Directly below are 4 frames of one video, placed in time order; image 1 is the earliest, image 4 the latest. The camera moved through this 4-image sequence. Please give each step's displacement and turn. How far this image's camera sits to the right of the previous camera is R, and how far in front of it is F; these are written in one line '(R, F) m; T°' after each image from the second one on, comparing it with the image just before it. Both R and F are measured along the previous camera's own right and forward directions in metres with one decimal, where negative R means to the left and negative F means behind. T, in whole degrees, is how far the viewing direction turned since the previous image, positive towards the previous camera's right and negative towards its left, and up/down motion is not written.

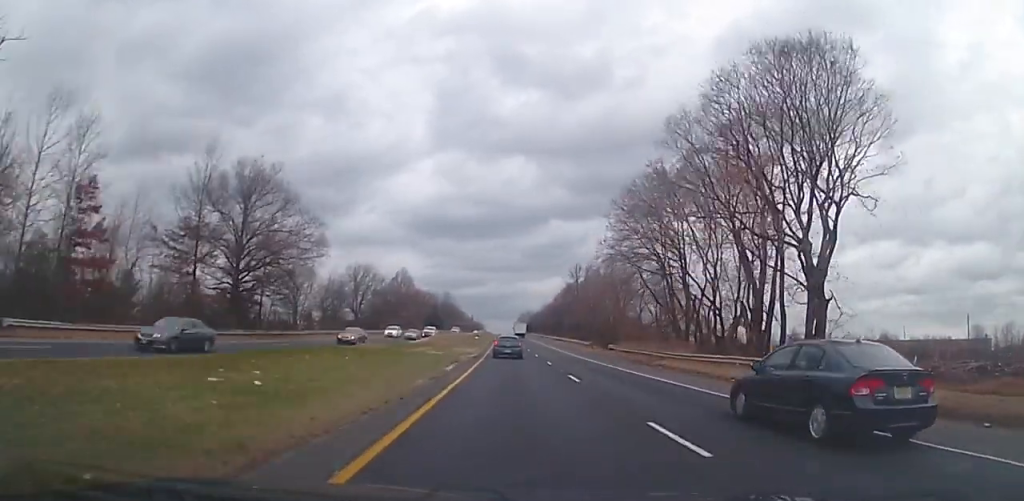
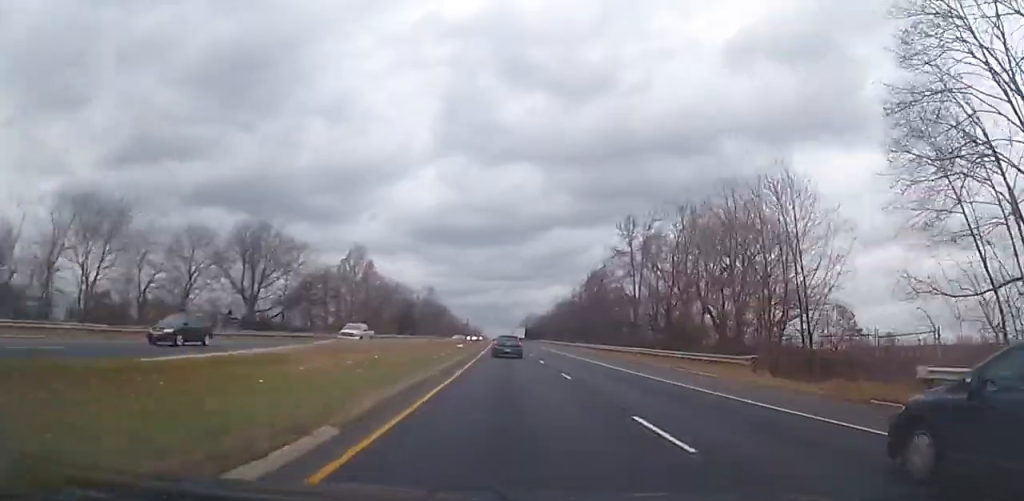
(+0.3, +48.8) m; +1°
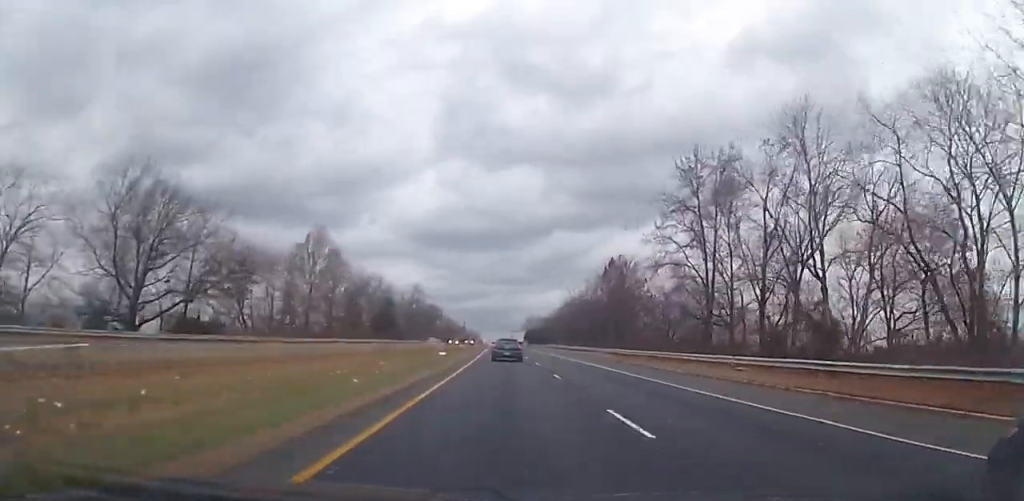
(+0.2, +23.8) m; 0°
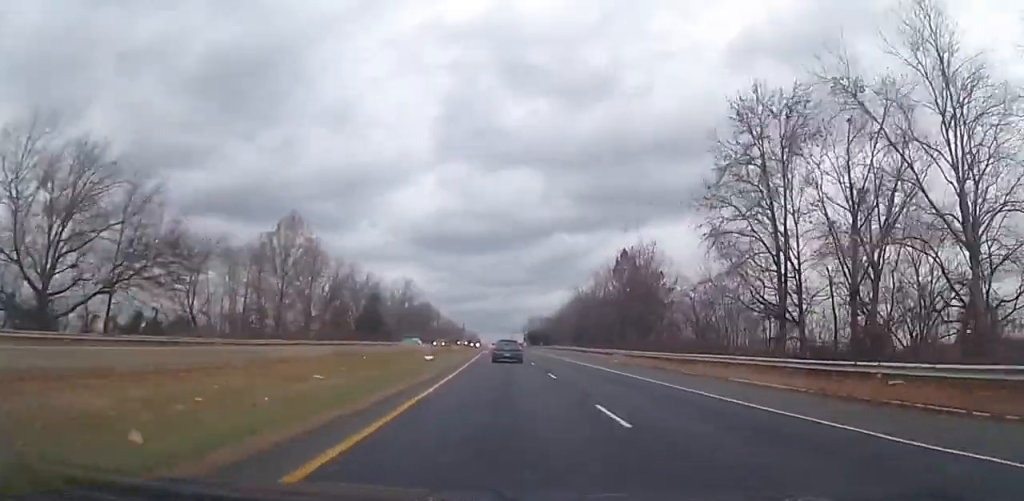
(-0.1, +11.2) m; 0°
